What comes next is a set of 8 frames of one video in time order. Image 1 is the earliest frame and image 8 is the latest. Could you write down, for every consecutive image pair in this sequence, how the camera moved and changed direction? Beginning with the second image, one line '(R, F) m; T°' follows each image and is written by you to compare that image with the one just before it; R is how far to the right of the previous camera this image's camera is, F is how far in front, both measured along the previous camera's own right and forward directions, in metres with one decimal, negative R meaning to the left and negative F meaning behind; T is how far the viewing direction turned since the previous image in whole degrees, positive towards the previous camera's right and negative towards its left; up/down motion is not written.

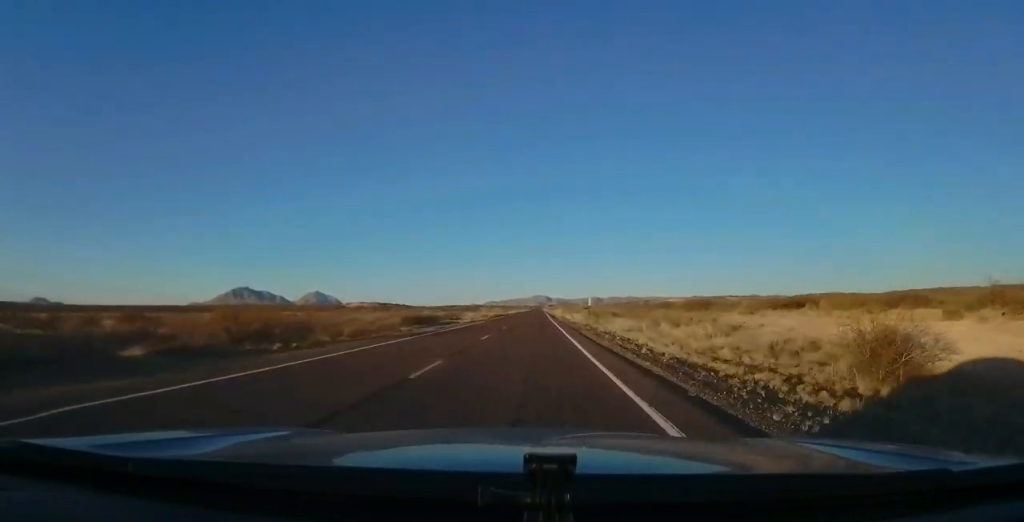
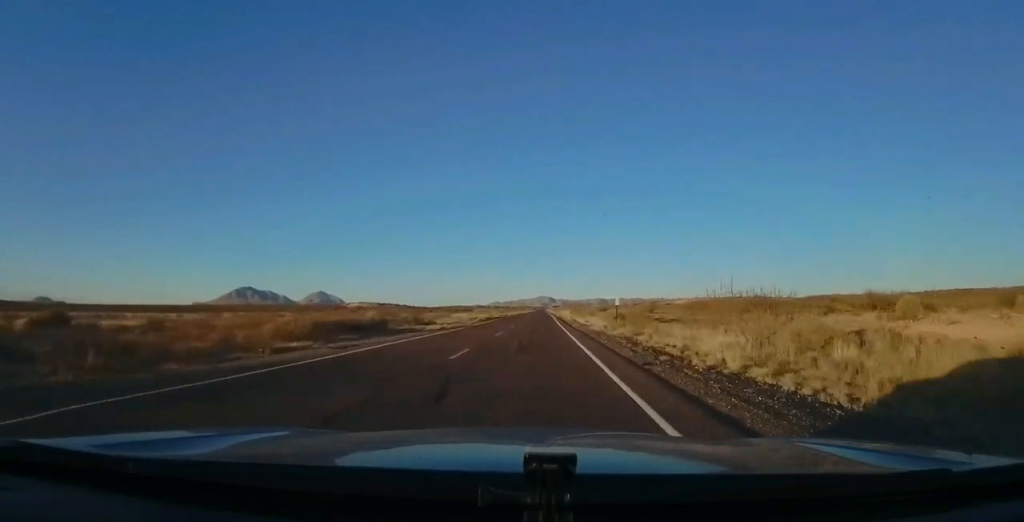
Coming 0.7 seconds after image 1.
(0.0, +20.4) m; 0°
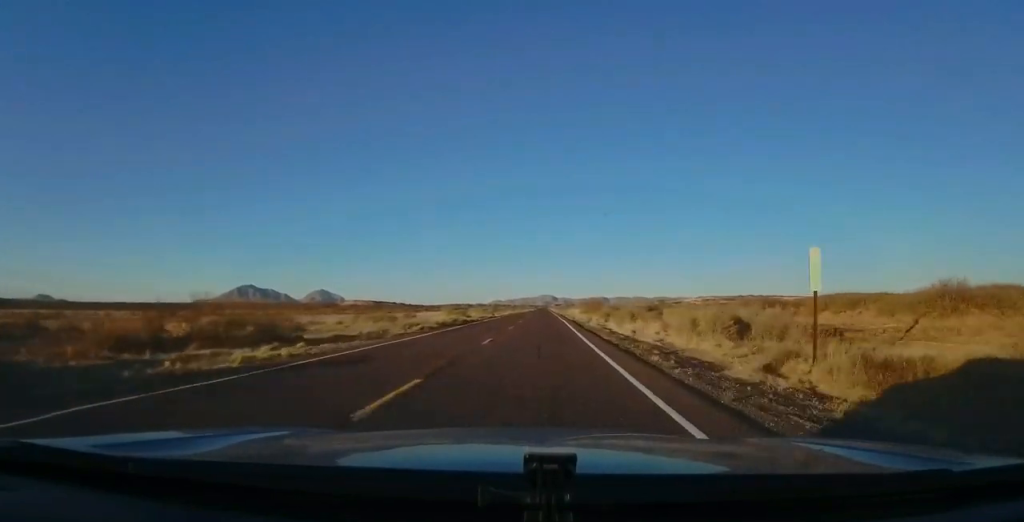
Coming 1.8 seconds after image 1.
(-0.4, +32.0) m; -1°
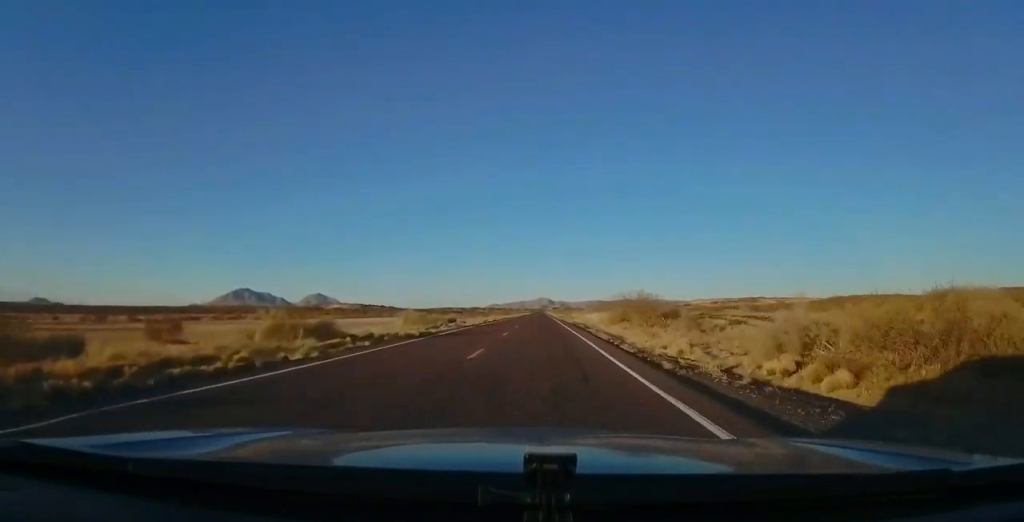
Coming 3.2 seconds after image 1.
(+0.2, +40.7) m; +1°
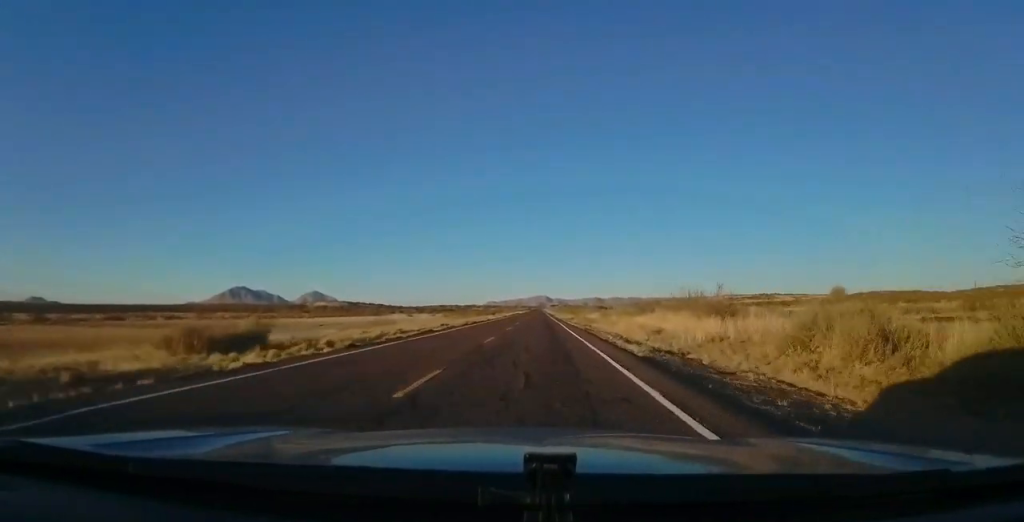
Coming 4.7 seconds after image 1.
(+0.2, +42.6) m; 0°
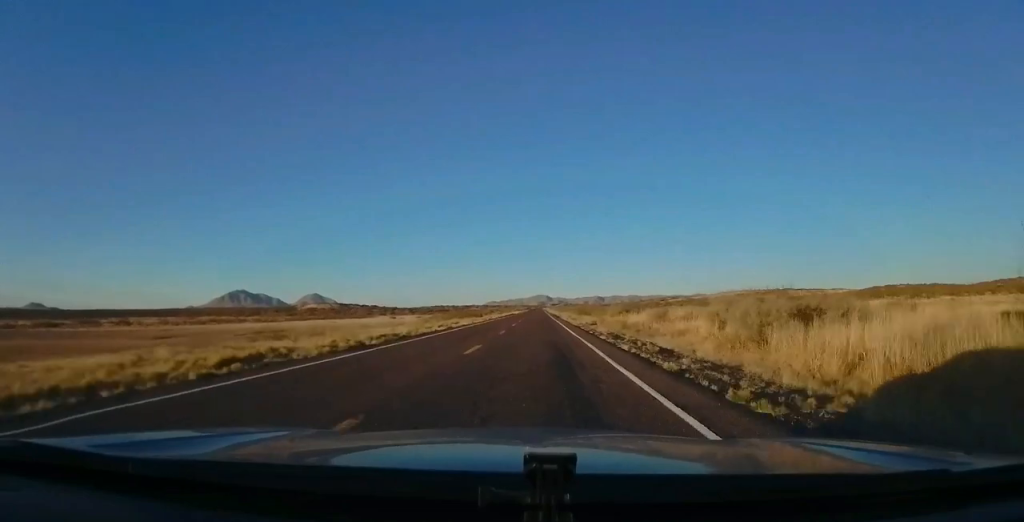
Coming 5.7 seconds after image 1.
(0.0, +28.9) m; 0°
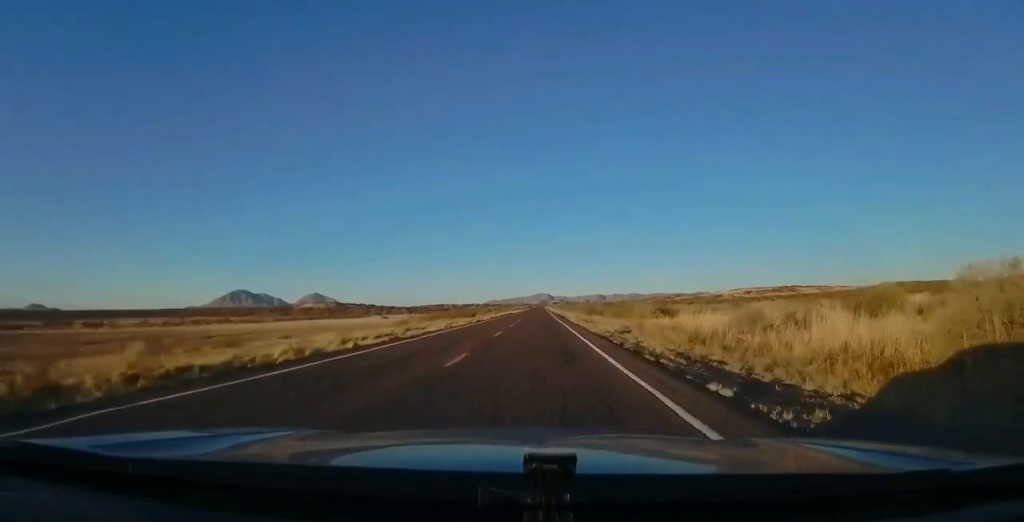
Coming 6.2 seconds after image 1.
(0.0, +15.4) m; 0°
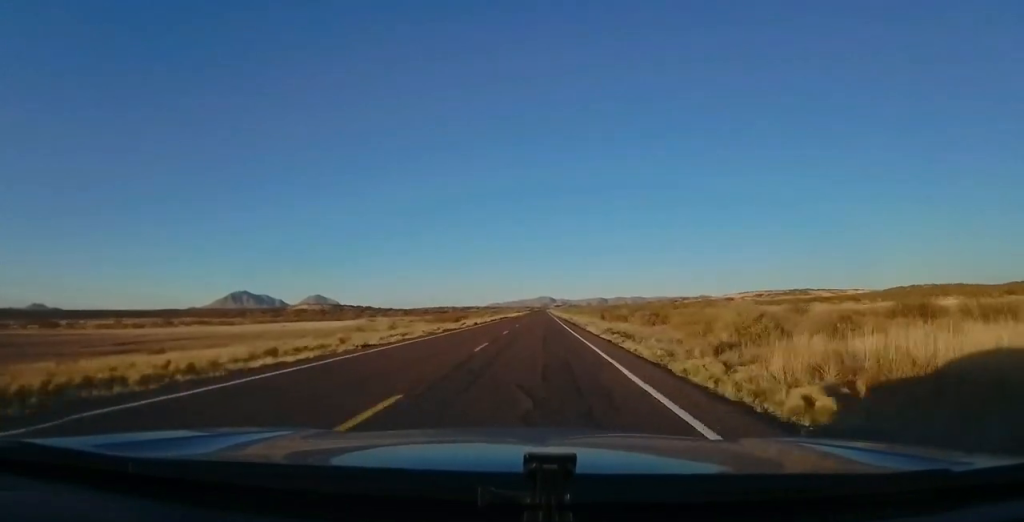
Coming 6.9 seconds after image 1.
(+0.2, +19.3) m; 0°
